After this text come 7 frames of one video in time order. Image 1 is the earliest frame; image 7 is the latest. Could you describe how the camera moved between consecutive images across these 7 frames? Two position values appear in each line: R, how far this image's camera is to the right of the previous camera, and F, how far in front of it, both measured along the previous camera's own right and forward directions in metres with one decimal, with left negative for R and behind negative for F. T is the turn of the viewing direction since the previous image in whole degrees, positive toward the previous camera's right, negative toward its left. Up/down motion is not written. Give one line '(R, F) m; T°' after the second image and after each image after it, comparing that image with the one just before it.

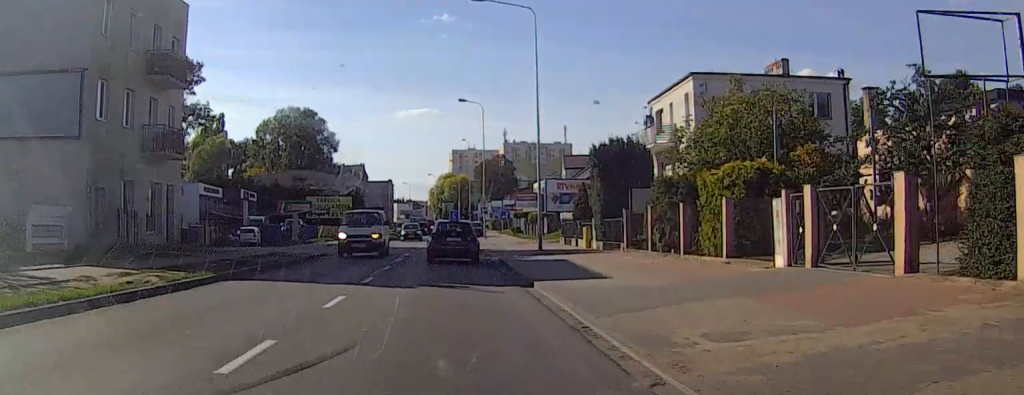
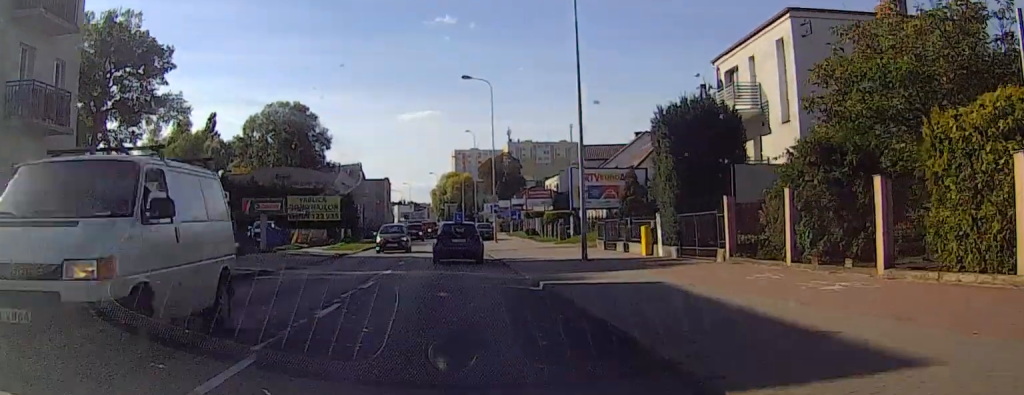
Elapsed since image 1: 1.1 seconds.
(0.0, +12.7) m; 0°
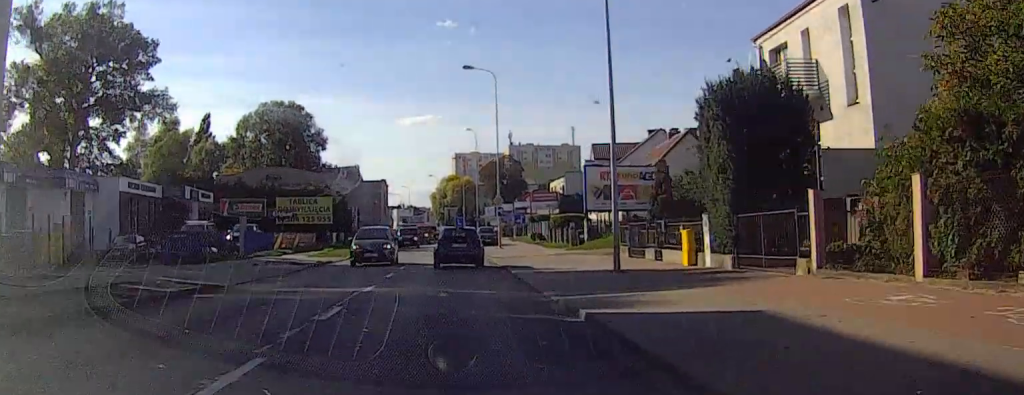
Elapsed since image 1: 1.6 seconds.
(0.0, +5.5) m; 0°
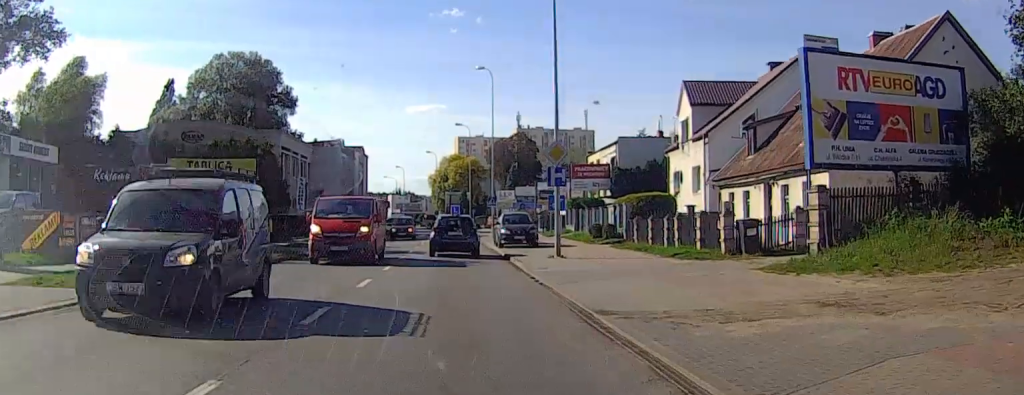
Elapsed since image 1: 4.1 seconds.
(-0.2, +31.1) m; 0°
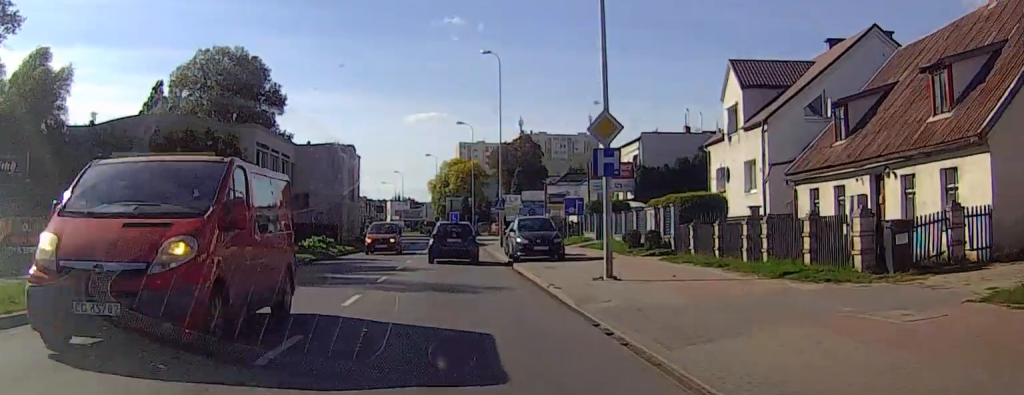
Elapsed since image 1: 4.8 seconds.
(0.0, +8.6) m; 0°
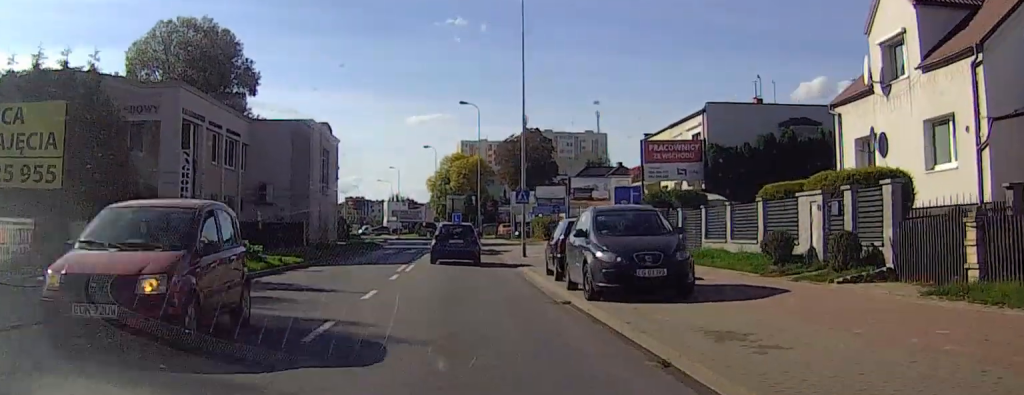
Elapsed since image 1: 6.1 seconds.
(+0.1, +16.0) m; 0°
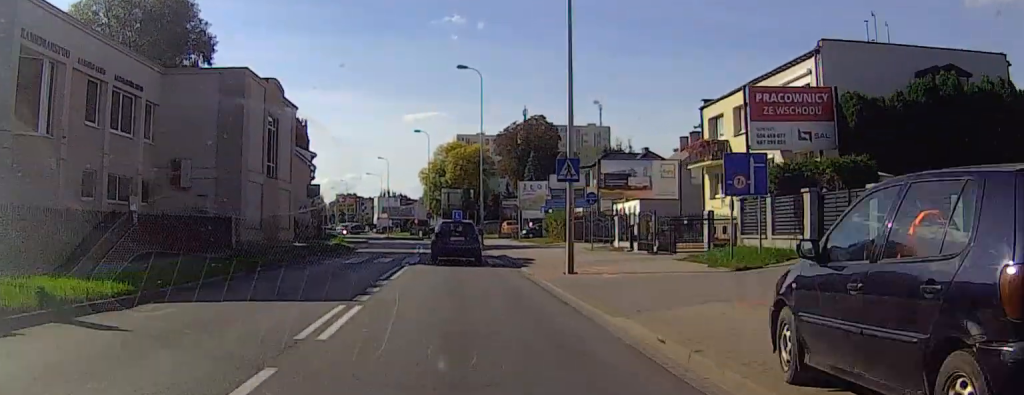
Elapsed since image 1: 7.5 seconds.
(0.0, +15.7) m; 0°
